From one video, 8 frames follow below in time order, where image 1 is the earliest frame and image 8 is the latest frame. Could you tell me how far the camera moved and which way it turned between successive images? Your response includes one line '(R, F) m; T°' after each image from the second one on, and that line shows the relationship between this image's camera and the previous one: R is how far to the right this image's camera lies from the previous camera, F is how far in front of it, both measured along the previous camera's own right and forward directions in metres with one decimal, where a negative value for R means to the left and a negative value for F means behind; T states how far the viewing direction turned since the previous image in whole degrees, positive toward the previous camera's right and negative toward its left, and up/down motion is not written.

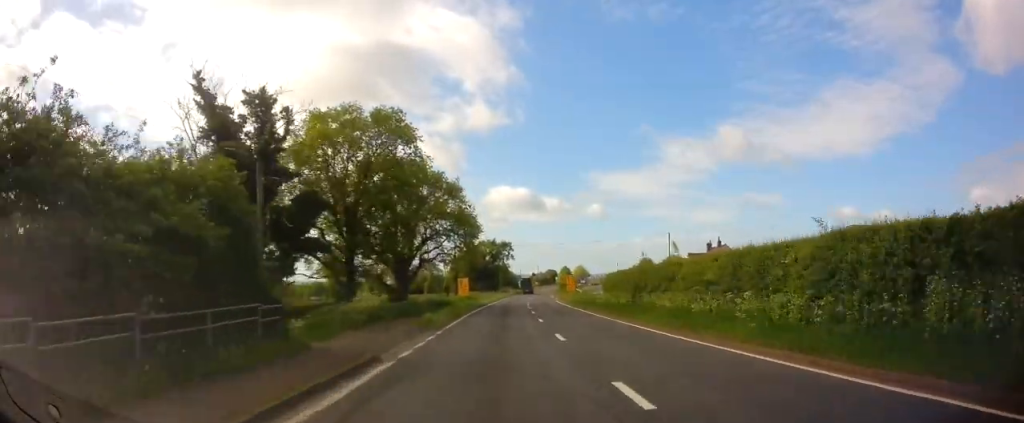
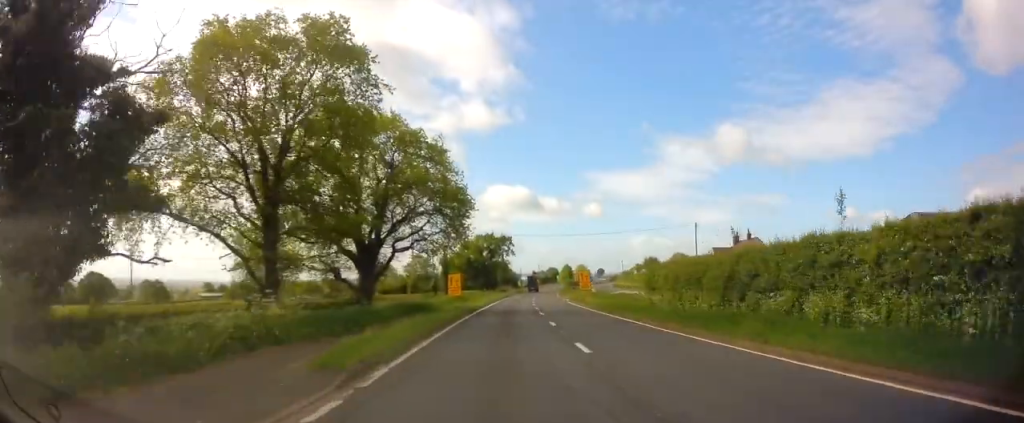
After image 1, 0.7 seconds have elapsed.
(-0.3, +12.1) m; 0°
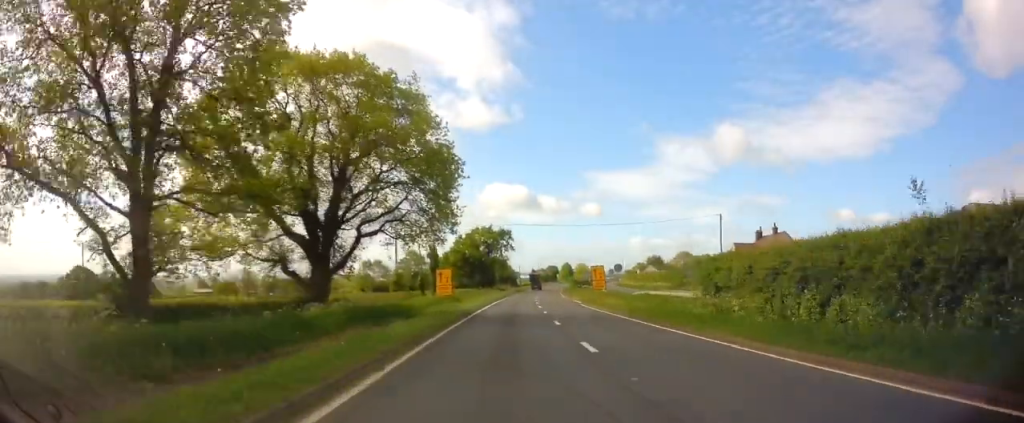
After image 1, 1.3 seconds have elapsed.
(0.0, +8.7) m; 0°
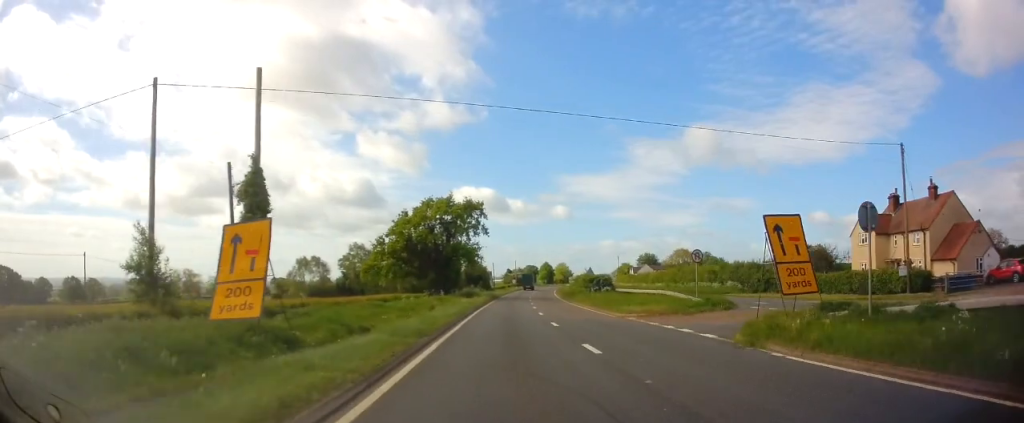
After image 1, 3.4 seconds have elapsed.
(+1.0, +35.0) m; +3°
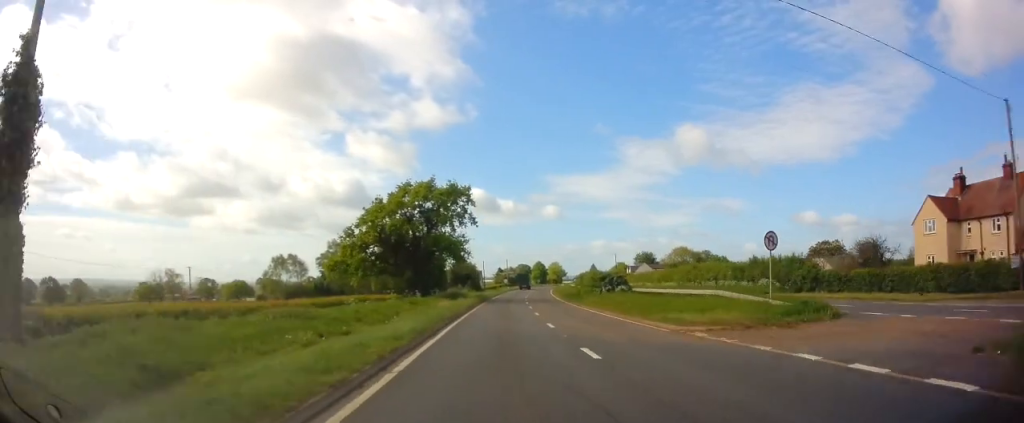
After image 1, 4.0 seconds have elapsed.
(+0.1, +9.7) m; +1°
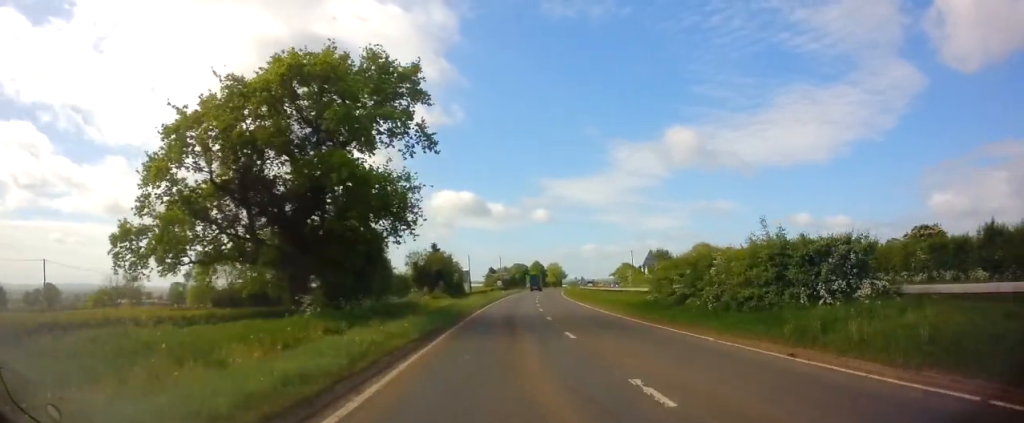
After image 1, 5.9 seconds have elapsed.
(+0.6, +30.5) m; +2°
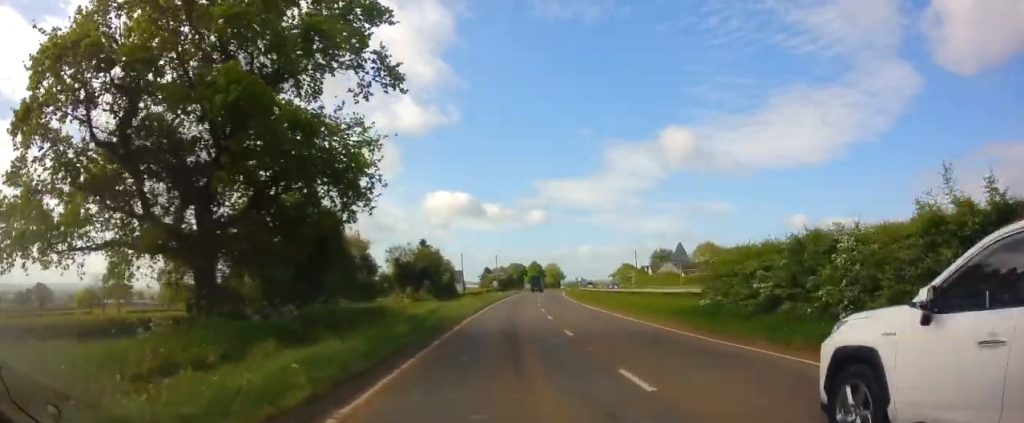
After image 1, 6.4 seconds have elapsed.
(0.0, +7.8) m; 0°
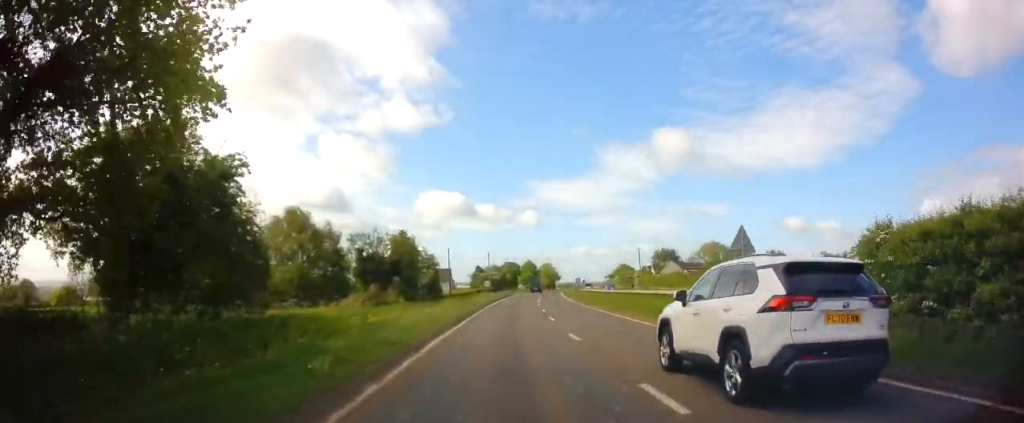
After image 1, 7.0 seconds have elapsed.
(-0.1, +10.0) m; +1°
